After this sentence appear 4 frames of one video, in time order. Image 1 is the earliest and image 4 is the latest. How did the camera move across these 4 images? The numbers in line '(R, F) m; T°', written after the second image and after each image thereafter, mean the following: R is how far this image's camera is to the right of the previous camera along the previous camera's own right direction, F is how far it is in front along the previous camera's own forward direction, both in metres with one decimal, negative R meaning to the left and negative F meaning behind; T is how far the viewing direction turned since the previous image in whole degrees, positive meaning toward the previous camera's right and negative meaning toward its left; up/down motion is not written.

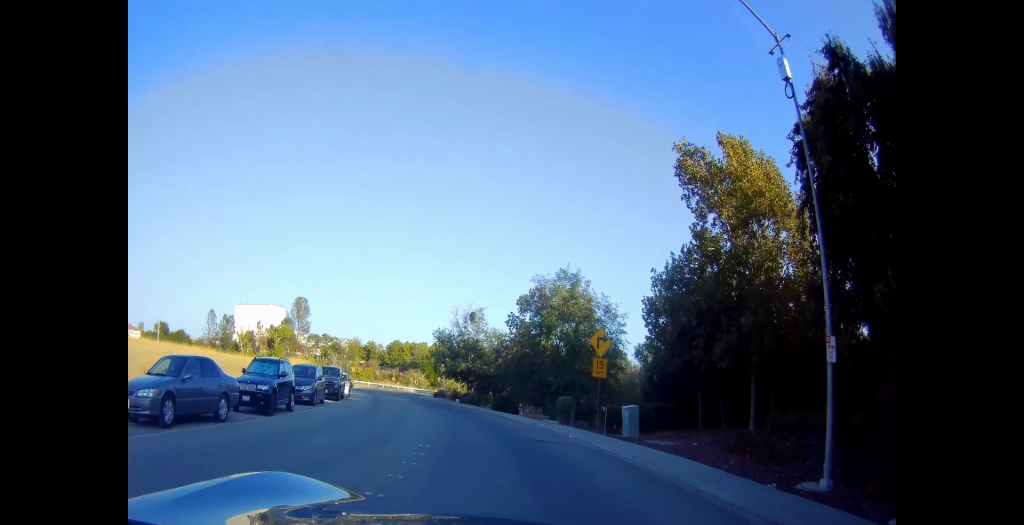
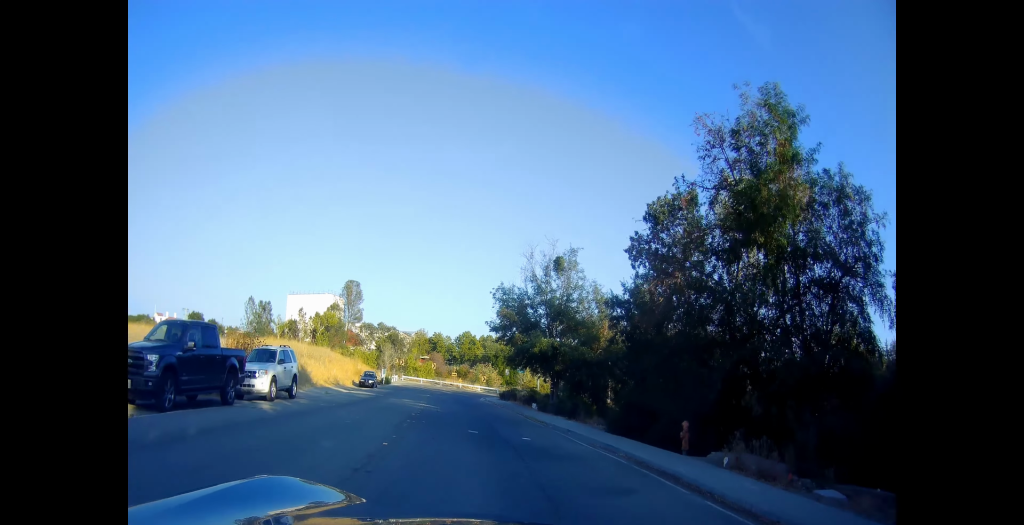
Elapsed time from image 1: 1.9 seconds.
(-2.3, +24.7) m; -10°
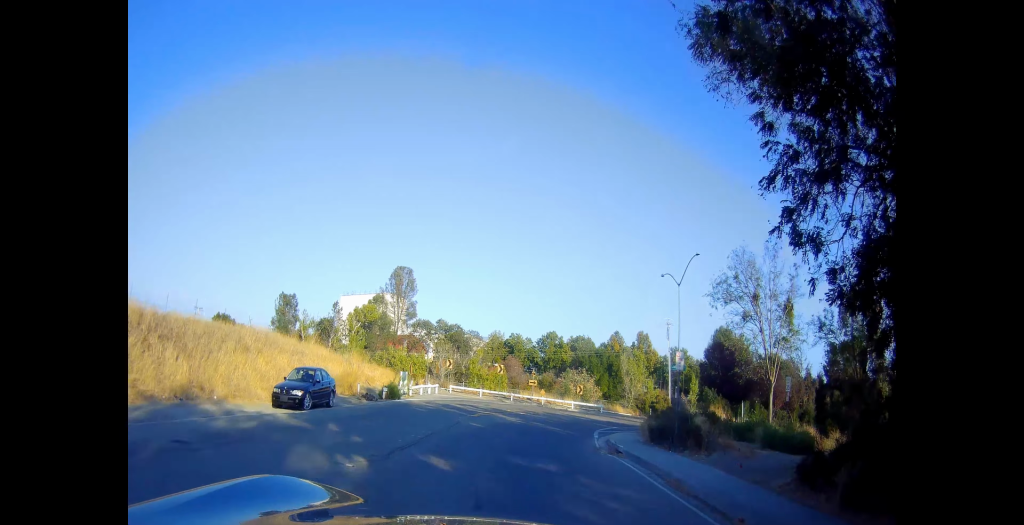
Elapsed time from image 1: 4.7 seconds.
(-3.8, +31.9) m; -11°
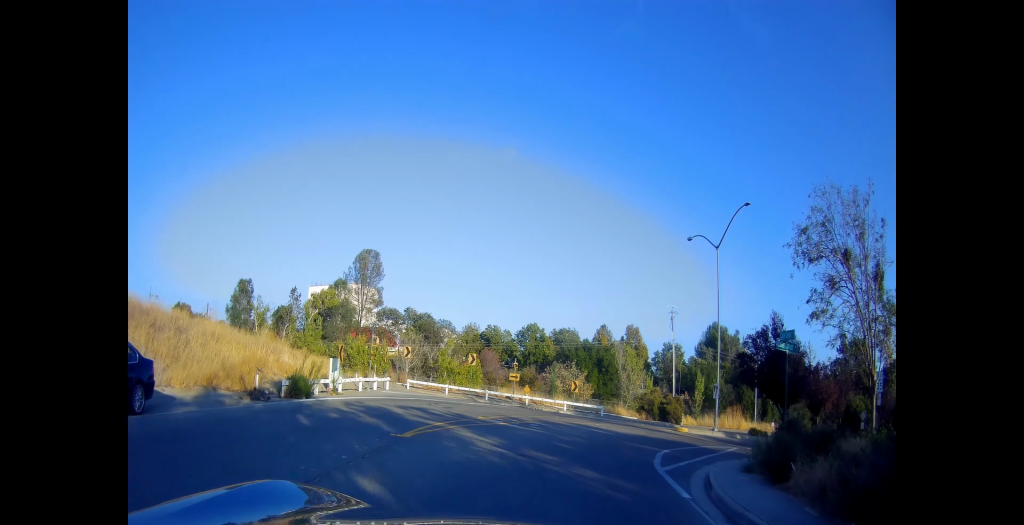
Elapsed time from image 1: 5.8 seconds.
(0.0, +12.2) m; +4°
